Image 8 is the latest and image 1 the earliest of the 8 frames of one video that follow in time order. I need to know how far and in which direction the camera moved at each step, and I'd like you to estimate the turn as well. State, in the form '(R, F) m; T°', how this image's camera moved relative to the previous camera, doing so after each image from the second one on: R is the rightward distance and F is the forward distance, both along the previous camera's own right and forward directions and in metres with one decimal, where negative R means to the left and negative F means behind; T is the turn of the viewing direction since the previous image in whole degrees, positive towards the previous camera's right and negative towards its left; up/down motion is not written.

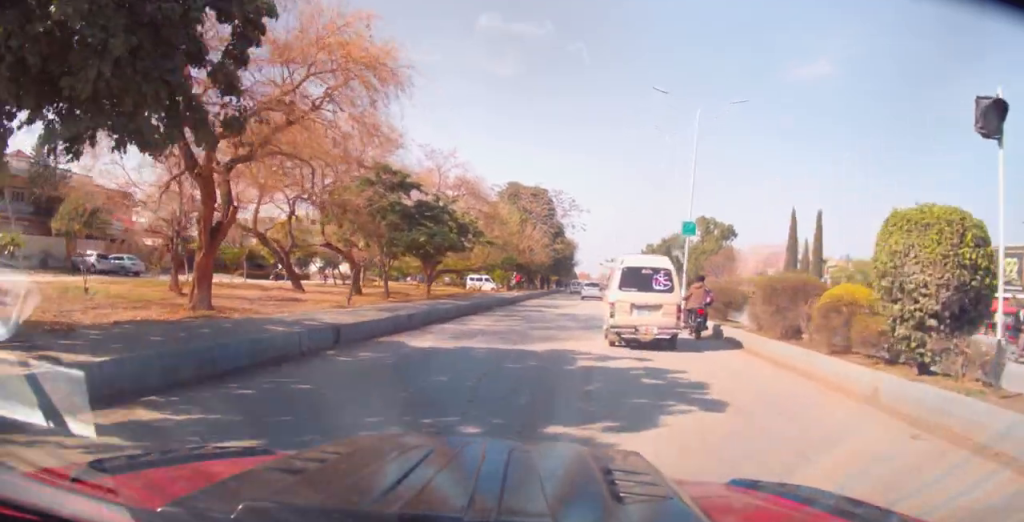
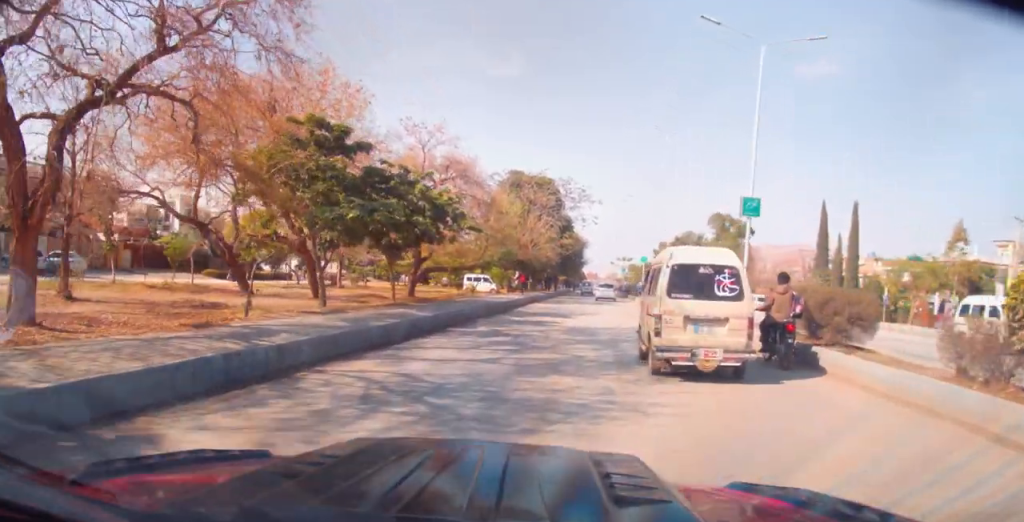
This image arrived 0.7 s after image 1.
(0.0, +7.7) m; -1°
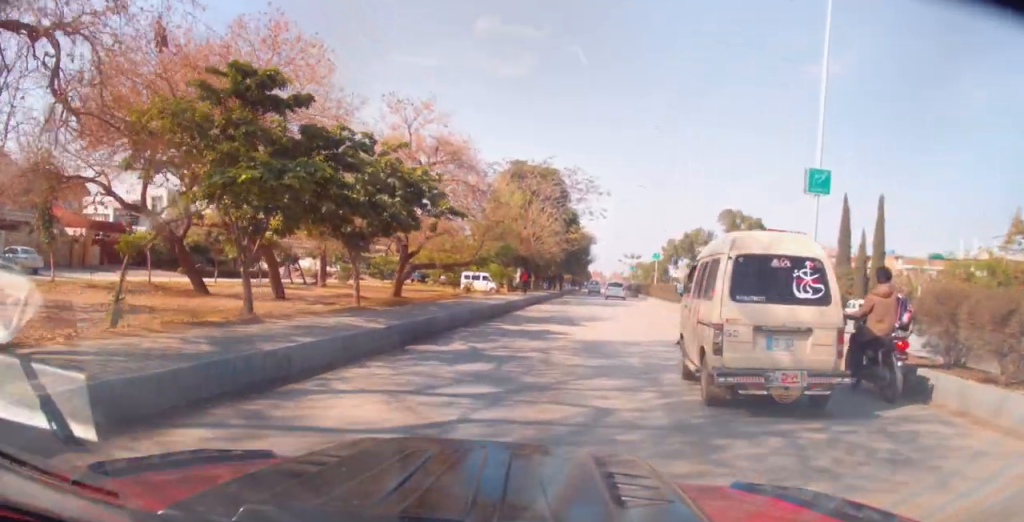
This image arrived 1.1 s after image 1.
(-0.1, +4.7) m; 0°
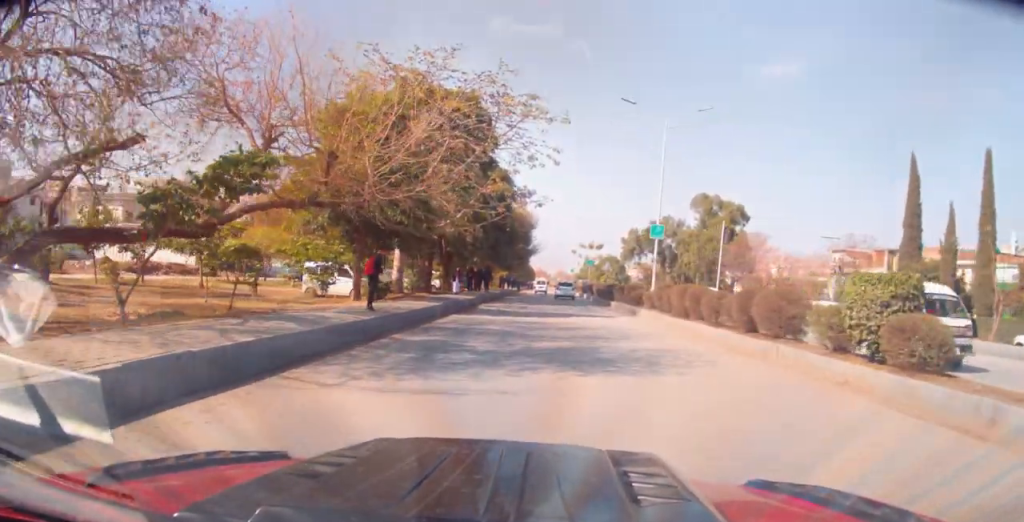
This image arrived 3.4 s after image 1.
(+0.7, +24.7) m; +4°
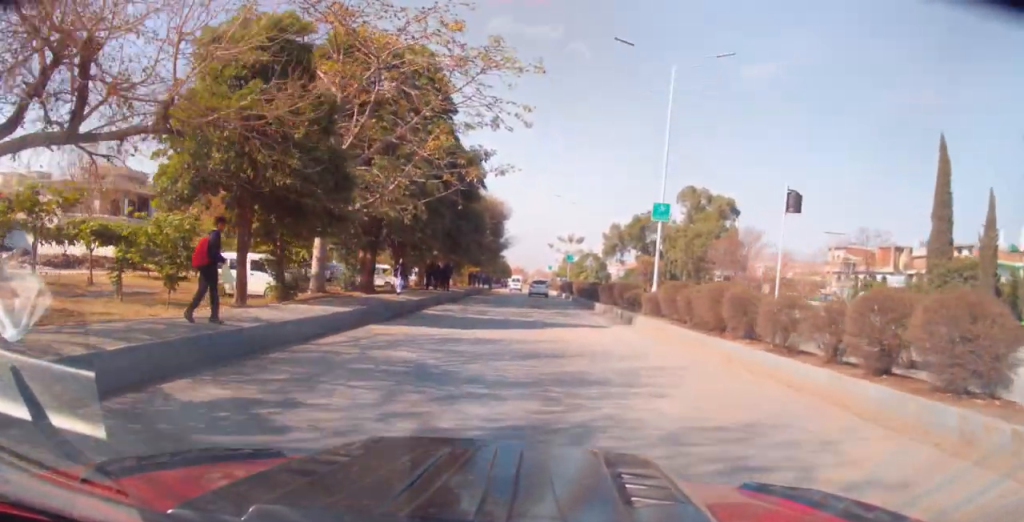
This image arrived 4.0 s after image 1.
(0.0, +6.8) m; +1°
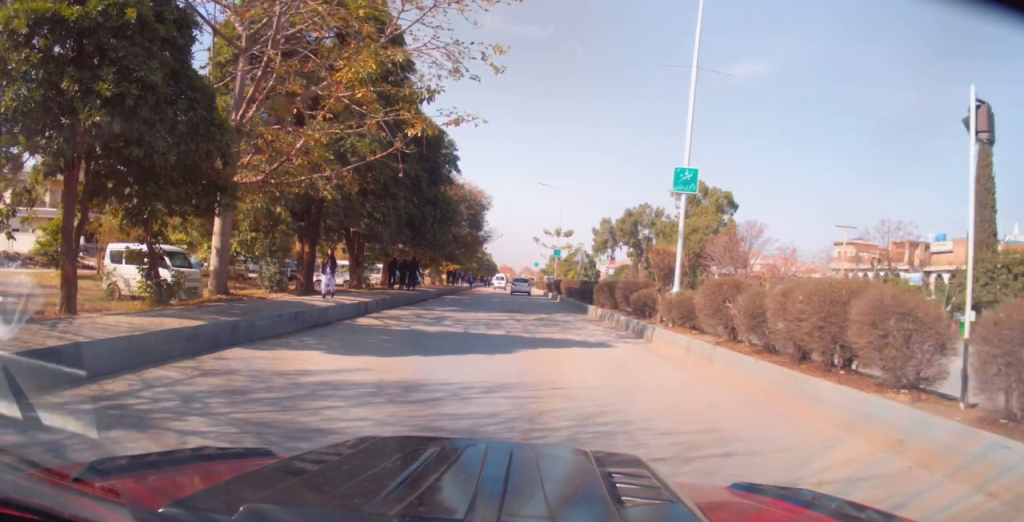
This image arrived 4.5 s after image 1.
(-0.2, +5.8) m; +1°
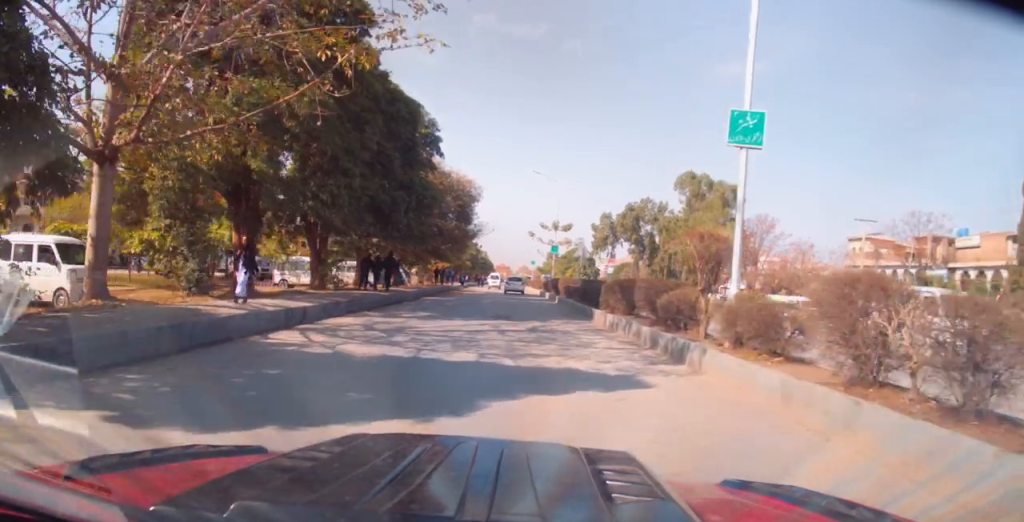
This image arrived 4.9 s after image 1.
(+0.1, +4.8) m; +1°
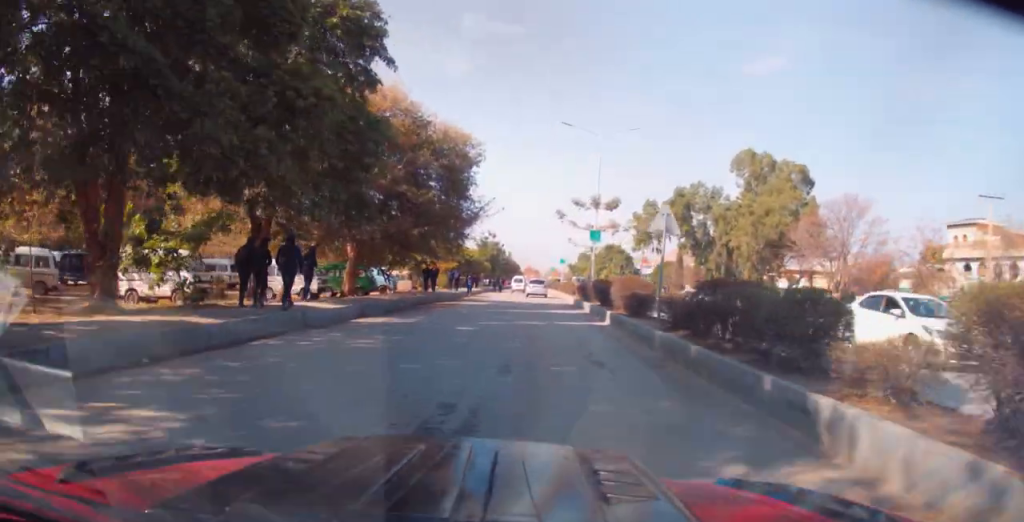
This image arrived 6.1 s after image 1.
(+0.2, +15.6) m; -1°
